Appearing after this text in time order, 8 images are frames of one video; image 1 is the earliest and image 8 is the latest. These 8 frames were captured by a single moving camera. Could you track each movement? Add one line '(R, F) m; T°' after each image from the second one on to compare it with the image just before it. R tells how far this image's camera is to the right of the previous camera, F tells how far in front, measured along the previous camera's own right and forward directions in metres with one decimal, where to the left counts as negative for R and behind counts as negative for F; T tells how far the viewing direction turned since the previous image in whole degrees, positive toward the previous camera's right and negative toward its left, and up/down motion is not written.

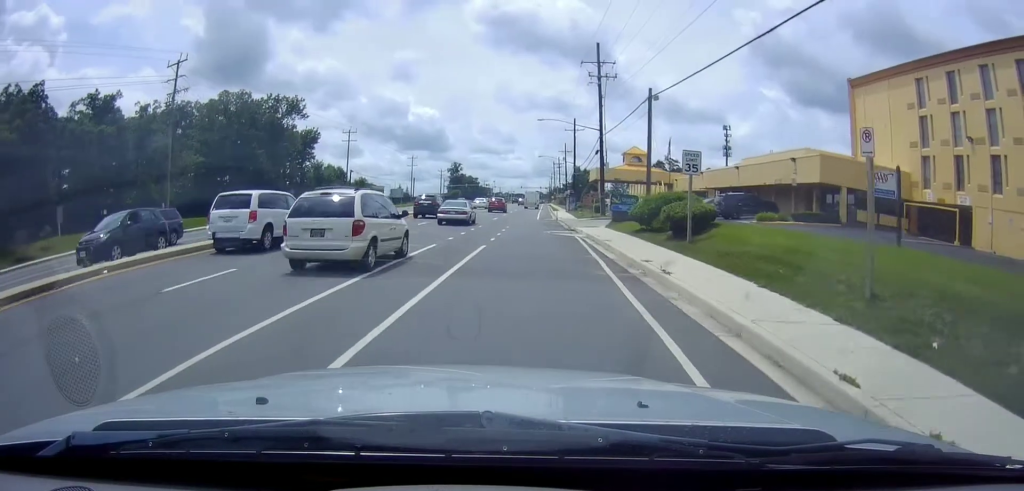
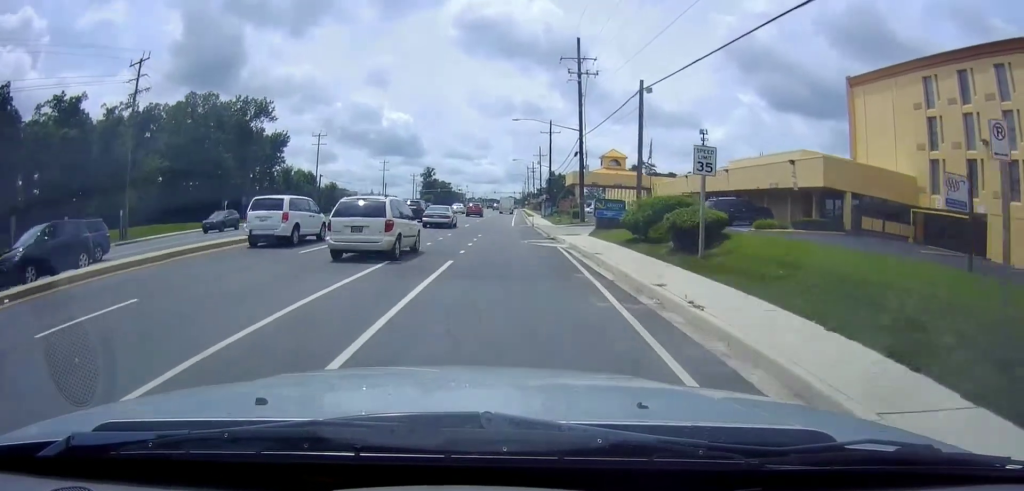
(+0.3, +4.0) m; +1°
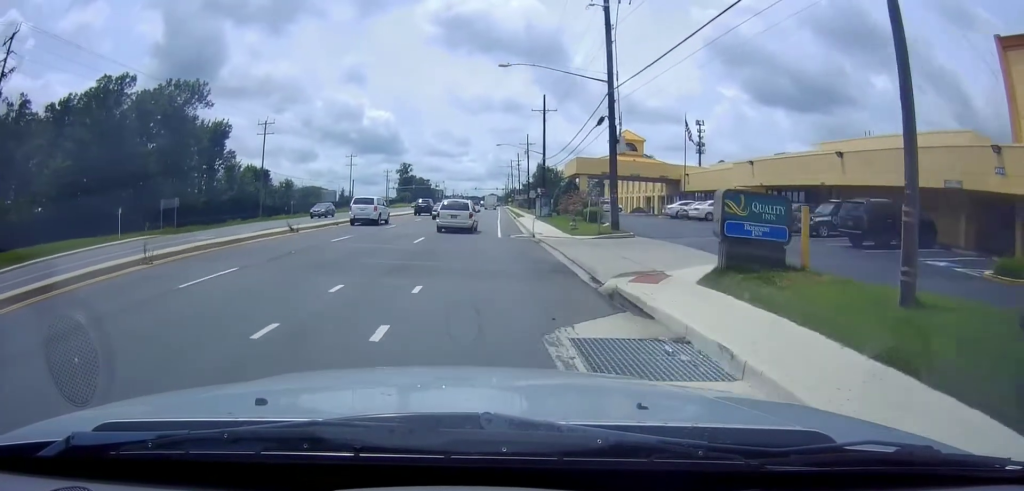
(-0.2, +22.8) m; 0°
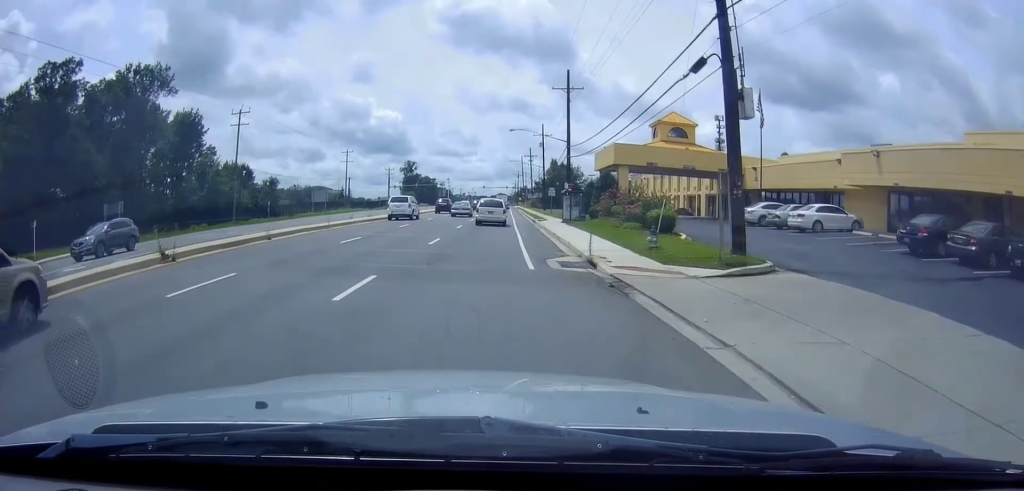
(-0.2, +15.4) m; -2°
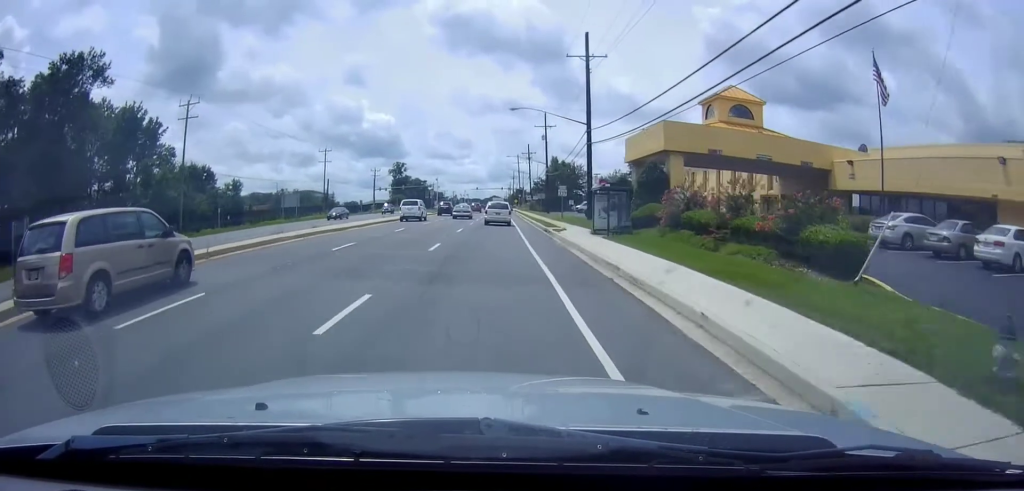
(-0.2, +15.5) m; +1°
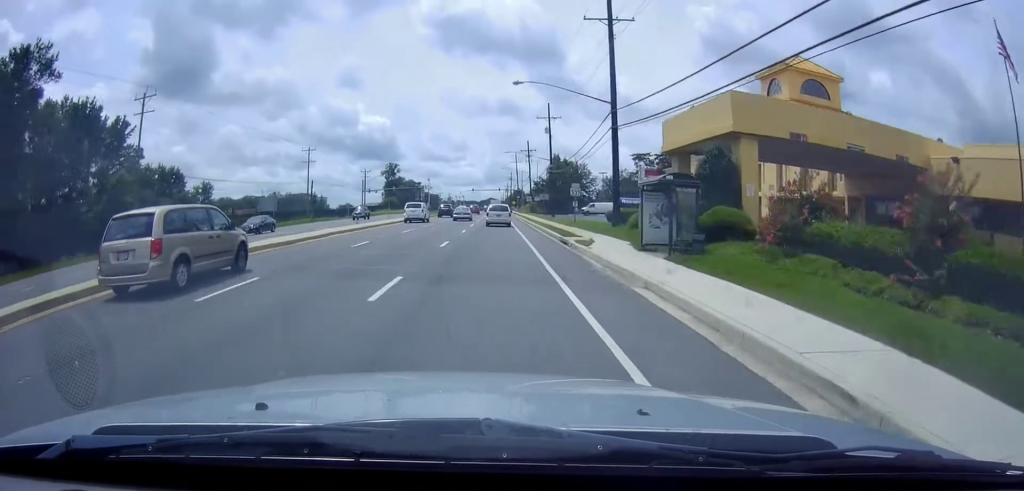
(+0.5, +10.4) m; +1°
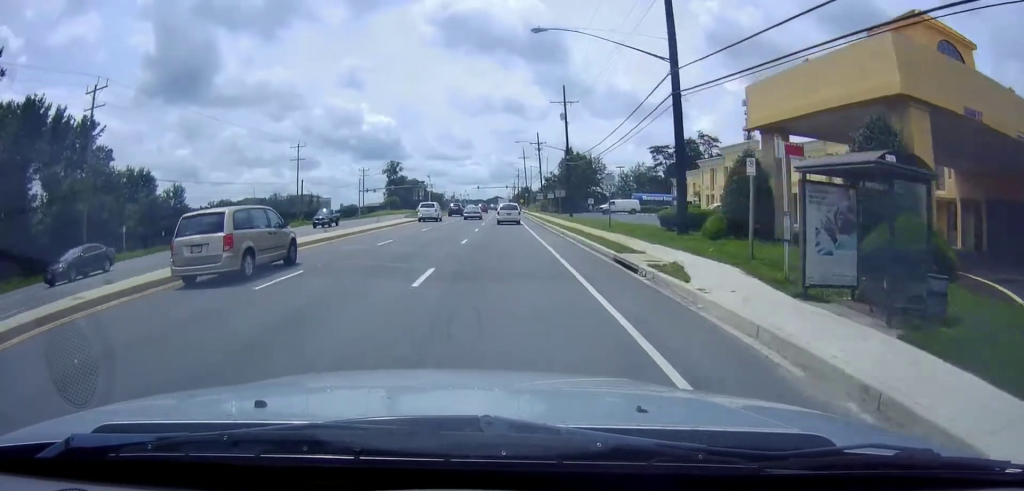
(-0.3, +11.1) m; -1°
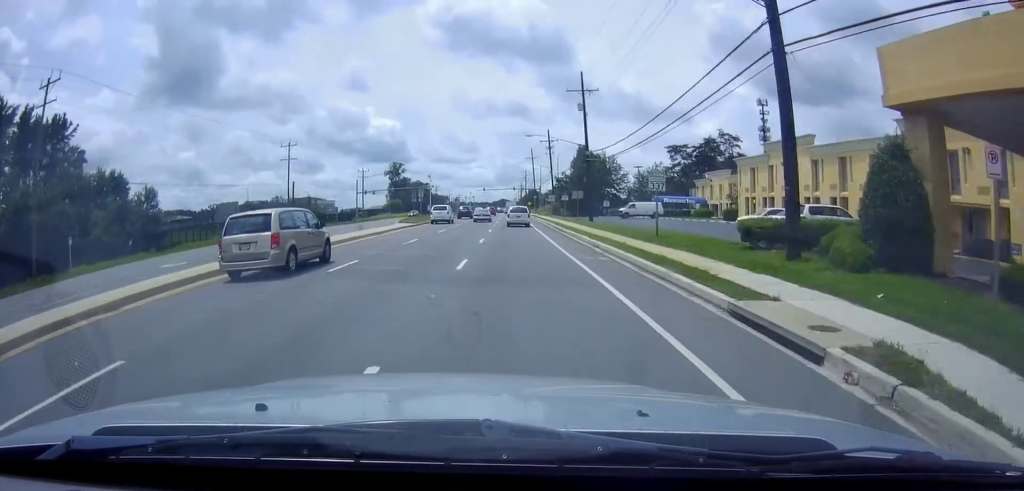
(-0.1, +8.8) m; 0°
